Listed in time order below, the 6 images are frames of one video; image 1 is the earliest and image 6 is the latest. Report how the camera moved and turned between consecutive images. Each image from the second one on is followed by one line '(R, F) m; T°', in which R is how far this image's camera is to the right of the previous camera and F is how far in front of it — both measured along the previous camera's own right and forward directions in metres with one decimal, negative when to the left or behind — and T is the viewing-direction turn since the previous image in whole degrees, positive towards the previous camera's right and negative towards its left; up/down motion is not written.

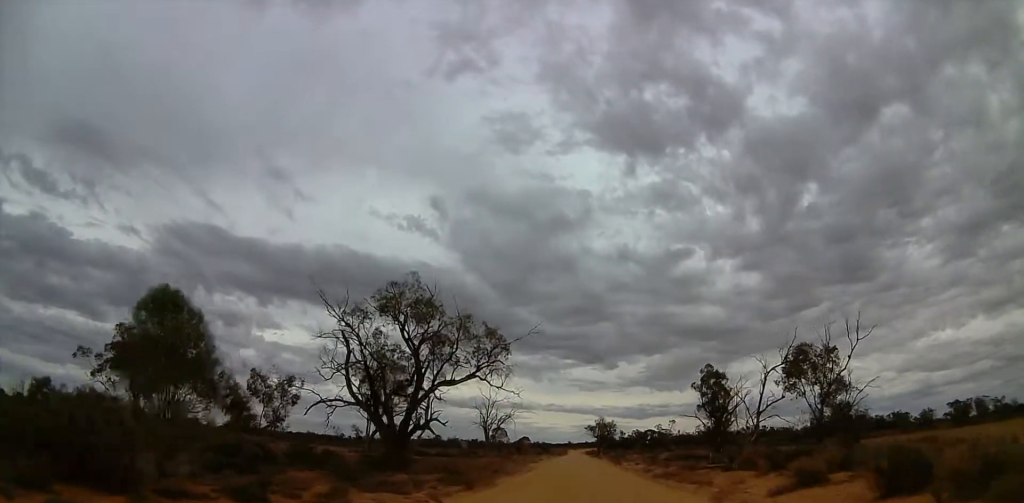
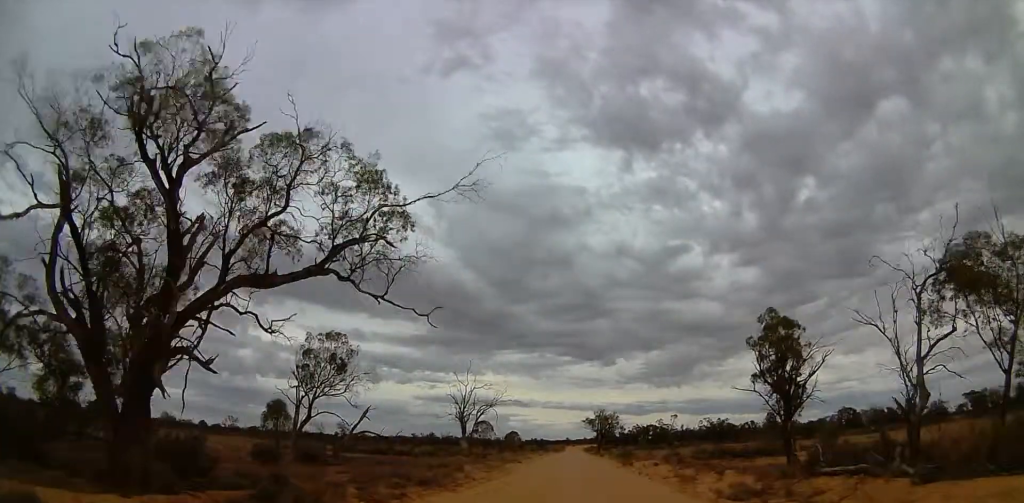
(+0.4, +14.7) m; +3°
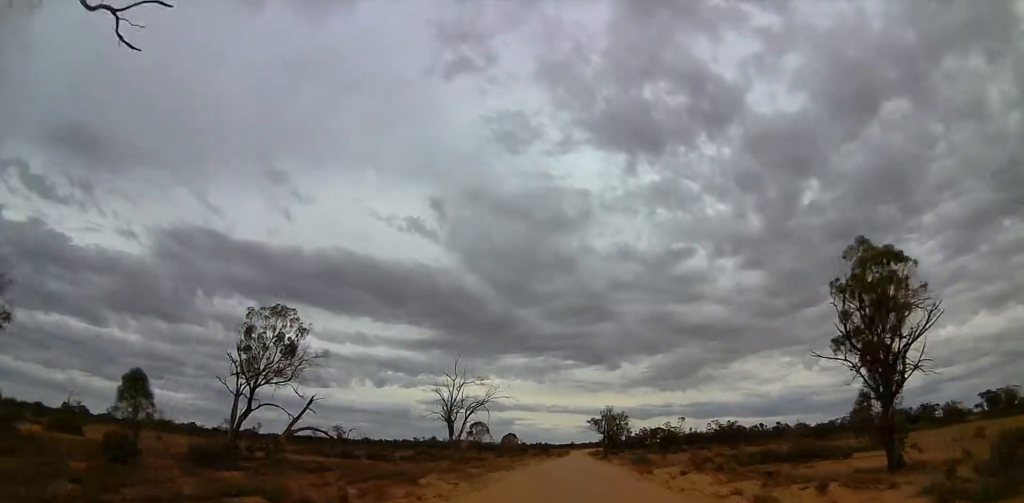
(+0.5, +9.0) m; 0°
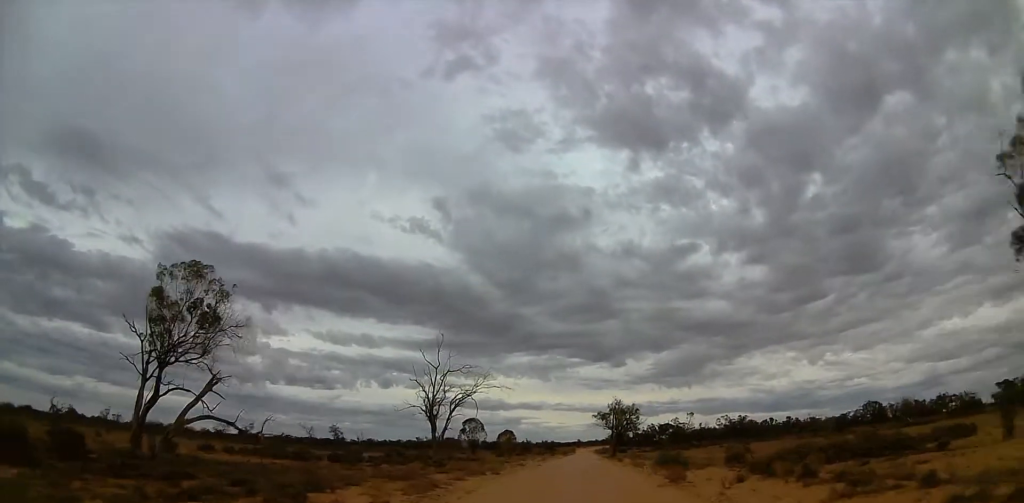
(-0.5, +8.9) m; -3°
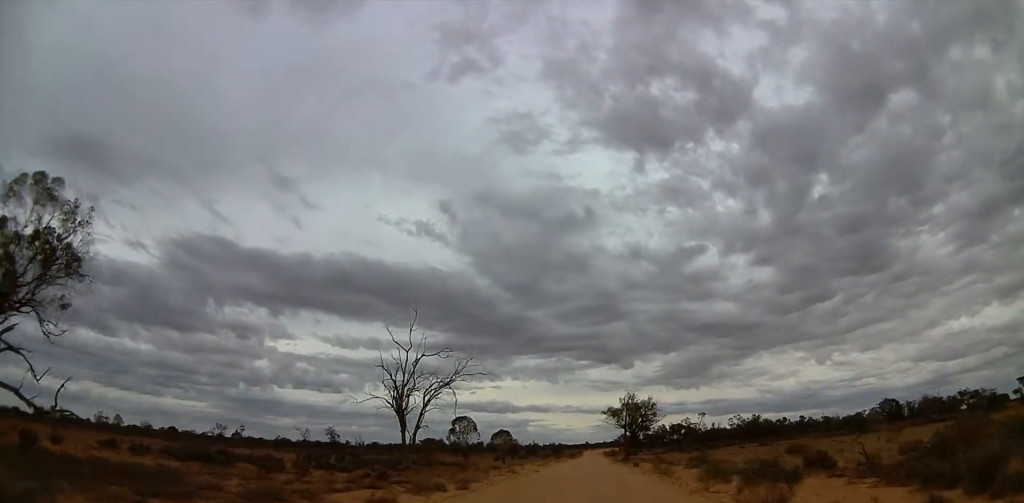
(-0.2, +10.2) m; -1°
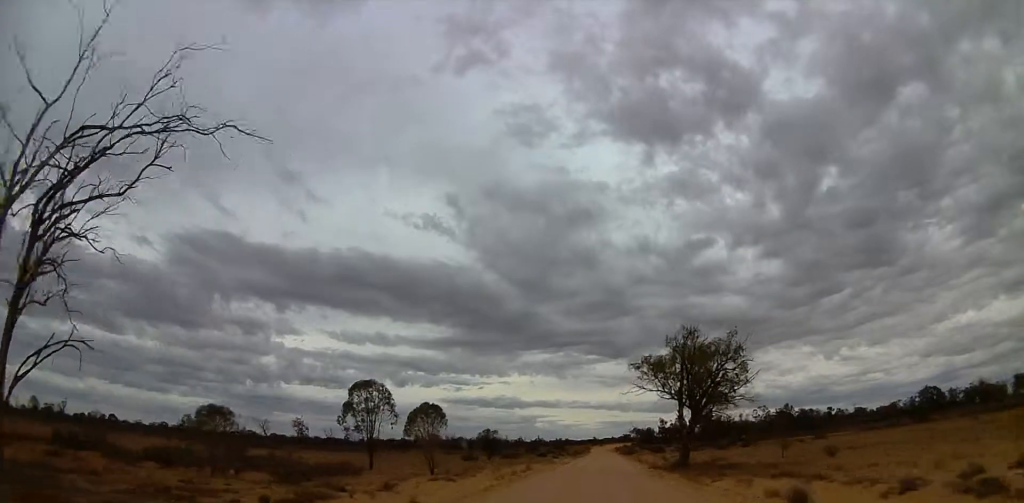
(+1.6, +31.0) m; 0°
